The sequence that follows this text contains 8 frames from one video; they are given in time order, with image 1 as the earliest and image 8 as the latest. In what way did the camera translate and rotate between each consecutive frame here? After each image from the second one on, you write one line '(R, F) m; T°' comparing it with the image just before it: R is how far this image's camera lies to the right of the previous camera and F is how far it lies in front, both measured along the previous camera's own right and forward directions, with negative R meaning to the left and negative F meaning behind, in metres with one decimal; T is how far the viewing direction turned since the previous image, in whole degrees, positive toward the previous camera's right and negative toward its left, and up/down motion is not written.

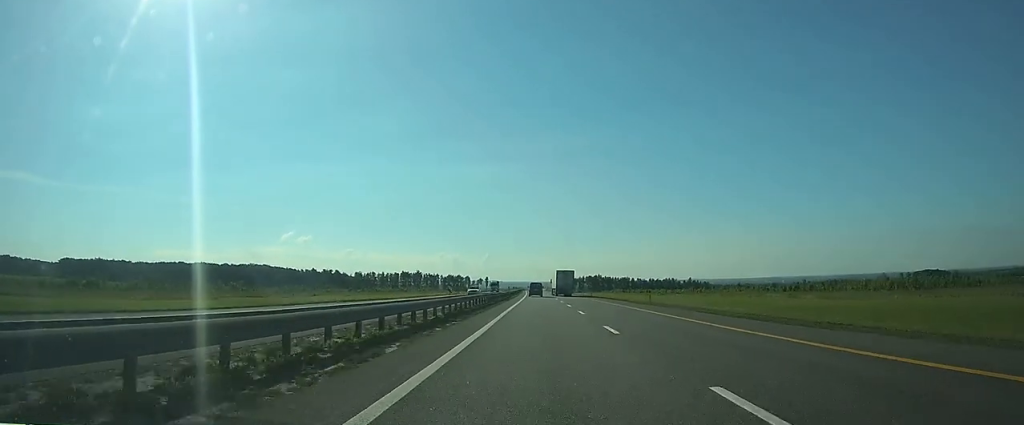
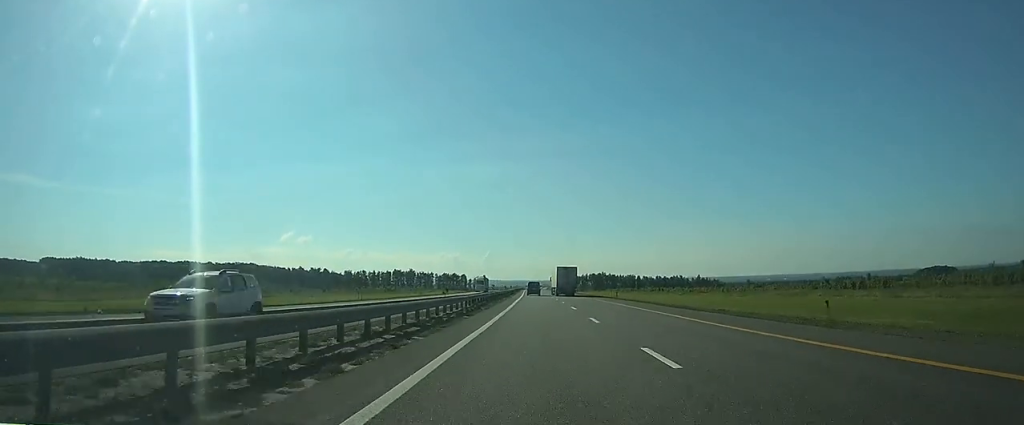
(-0.1, +30.8) m; 0°
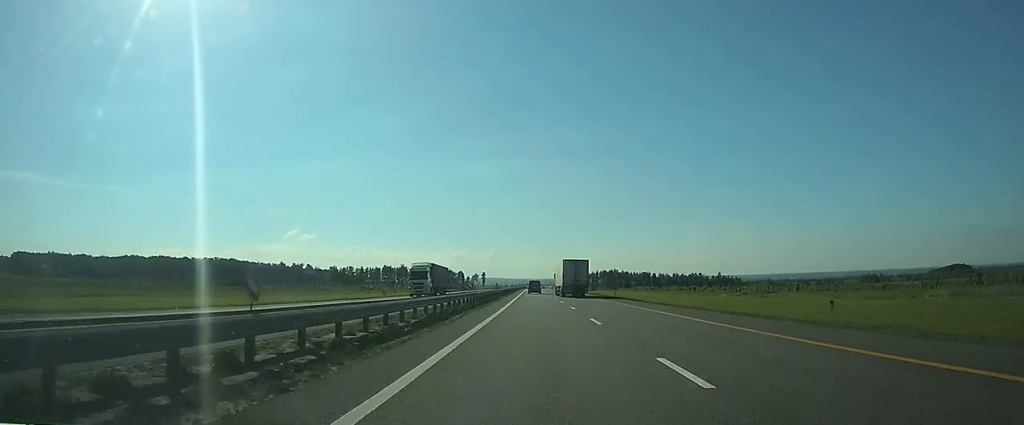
(-0.2, +49.3) m; 0°
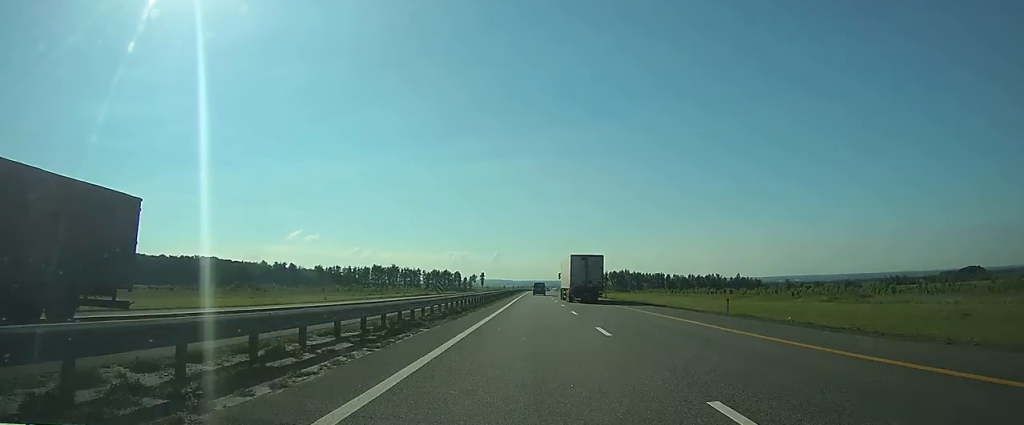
(-0.1, +39.3) m; 0°
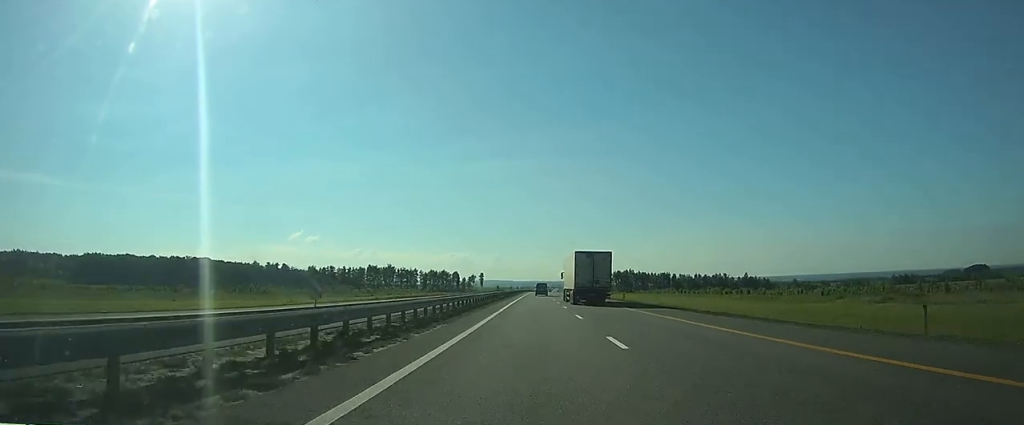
(0.0, +15.1) m; 0°
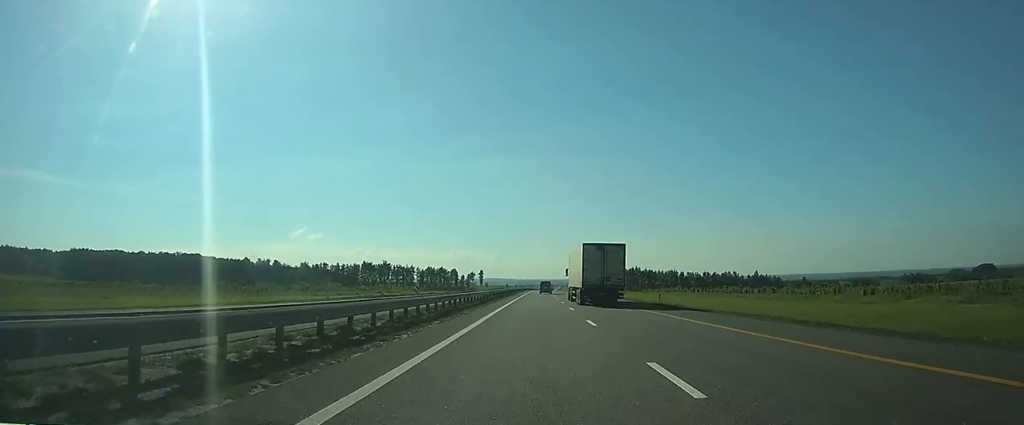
(-0.1, +17.4) m; 0°
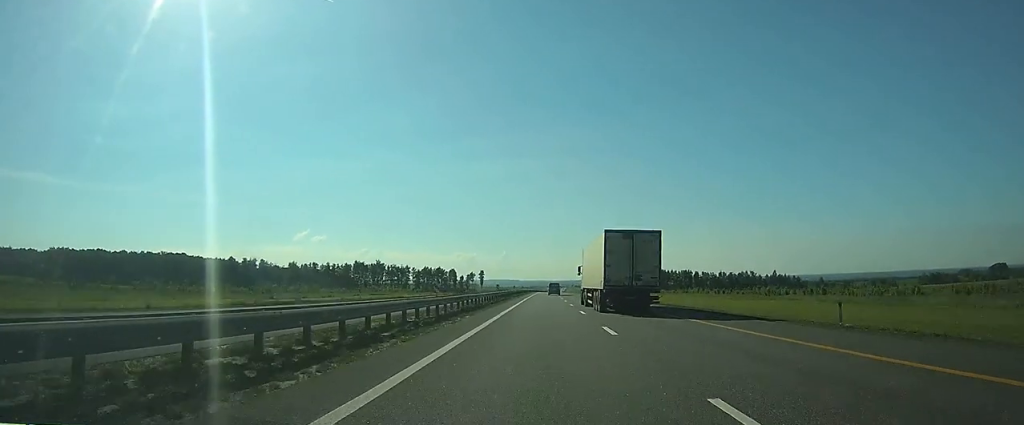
(-0.1, +26.8) m; 0°
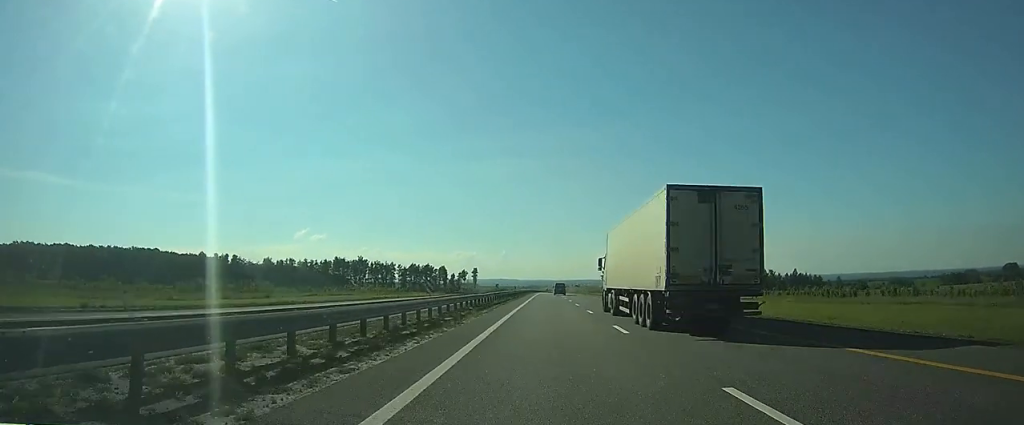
(-0.1, +35.0) m; 0°
